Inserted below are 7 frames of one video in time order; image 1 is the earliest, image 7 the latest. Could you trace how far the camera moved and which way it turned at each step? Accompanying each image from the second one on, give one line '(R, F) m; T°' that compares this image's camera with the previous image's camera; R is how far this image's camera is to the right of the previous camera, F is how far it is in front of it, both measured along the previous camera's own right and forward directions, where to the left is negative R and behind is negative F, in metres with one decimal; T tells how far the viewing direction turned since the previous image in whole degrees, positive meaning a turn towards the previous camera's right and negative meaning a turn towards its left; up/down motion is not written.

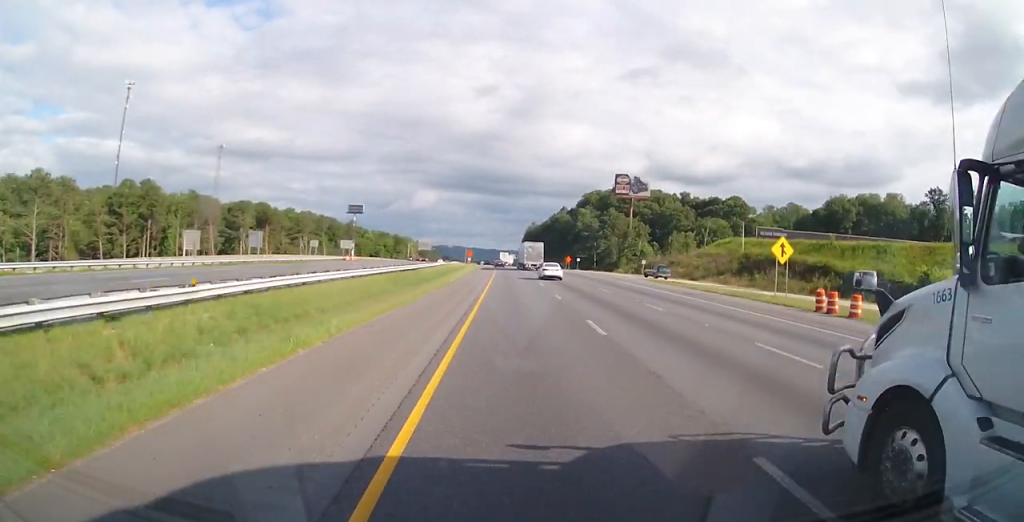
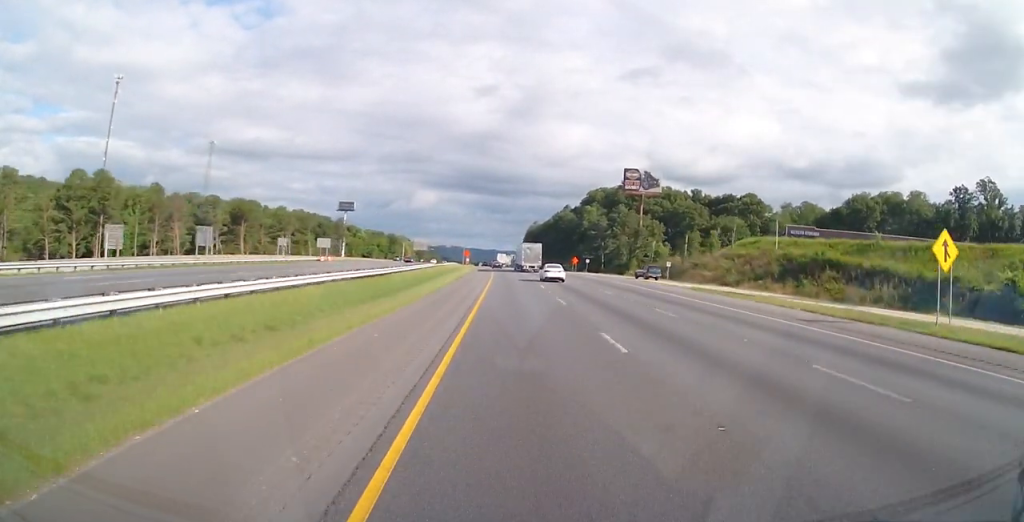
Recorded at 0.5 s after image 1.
(+0.3, +14.8) m; 0°
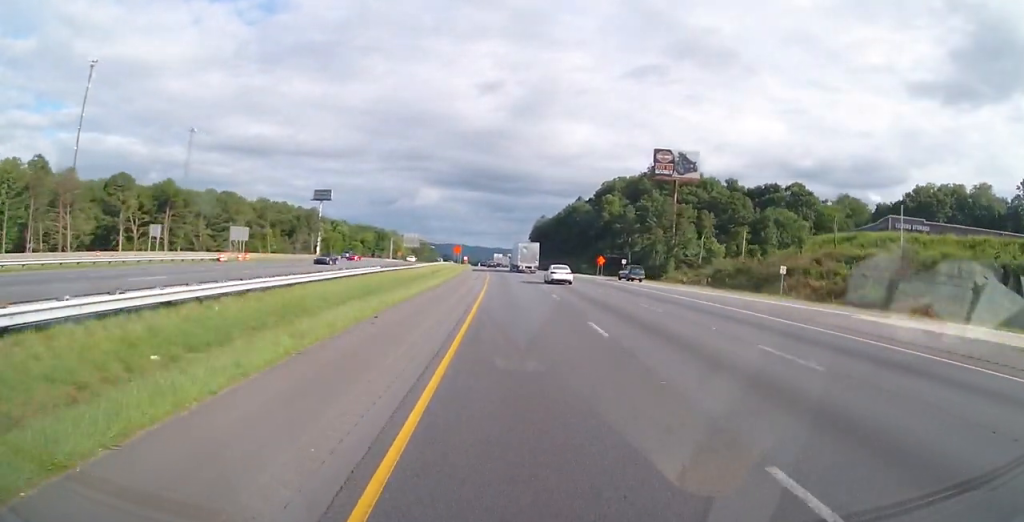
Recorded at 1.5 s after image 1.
(-0.7, +33.8) m; -1°
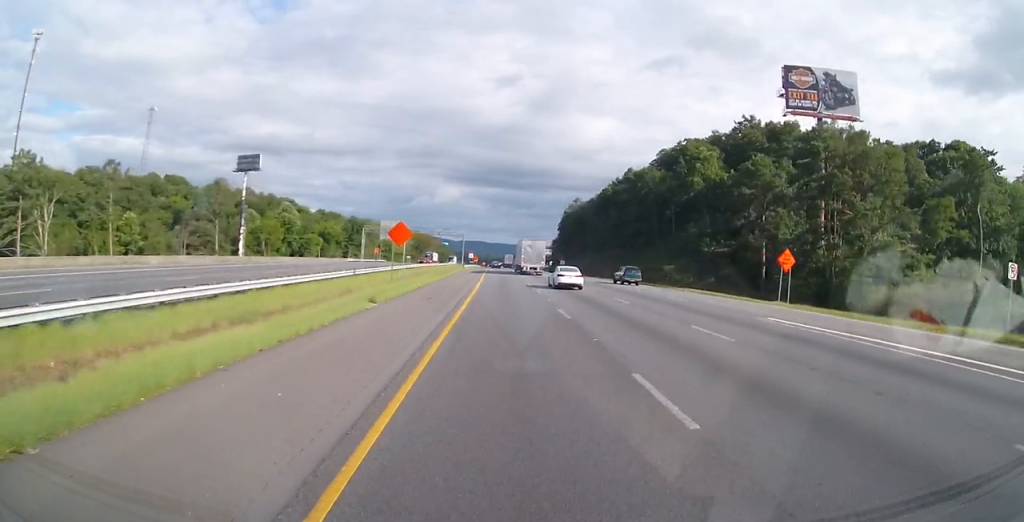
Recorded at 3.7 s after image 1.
(+1.1, +68.4) m; 0°
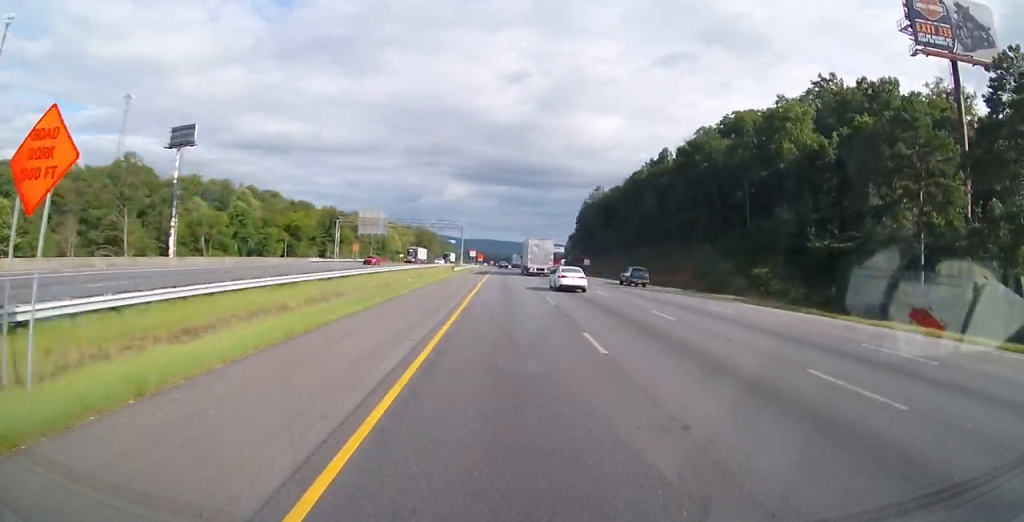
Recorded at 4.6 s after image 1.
(-0.7, +31.2) m; -2°
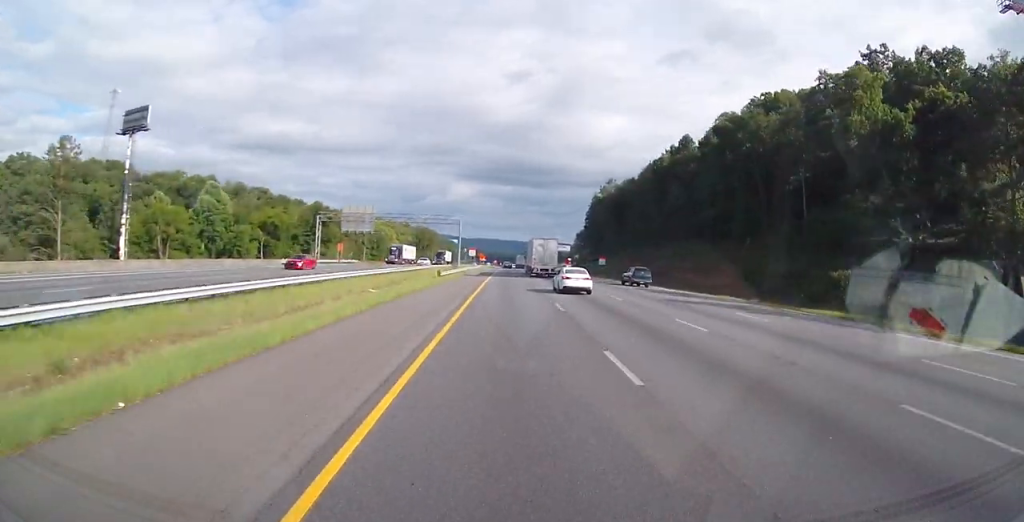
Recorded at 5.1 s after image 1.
(-0.1, +15.1) m; 0°
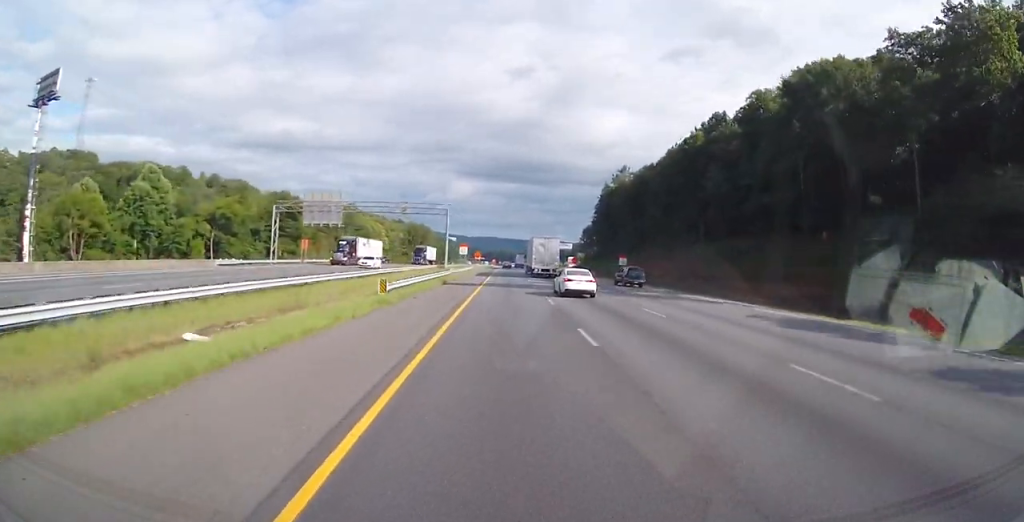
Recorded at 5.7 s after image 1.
(-0.1, +20.5) m; -1°
